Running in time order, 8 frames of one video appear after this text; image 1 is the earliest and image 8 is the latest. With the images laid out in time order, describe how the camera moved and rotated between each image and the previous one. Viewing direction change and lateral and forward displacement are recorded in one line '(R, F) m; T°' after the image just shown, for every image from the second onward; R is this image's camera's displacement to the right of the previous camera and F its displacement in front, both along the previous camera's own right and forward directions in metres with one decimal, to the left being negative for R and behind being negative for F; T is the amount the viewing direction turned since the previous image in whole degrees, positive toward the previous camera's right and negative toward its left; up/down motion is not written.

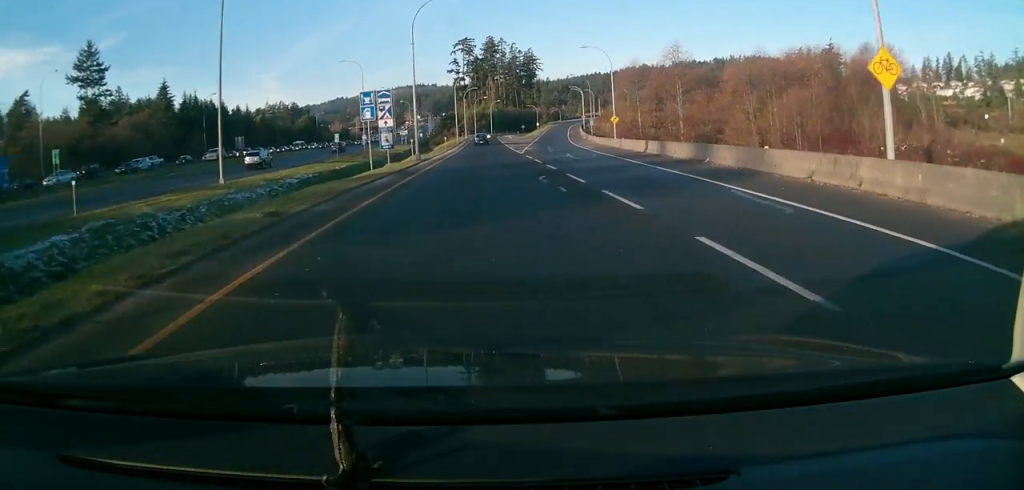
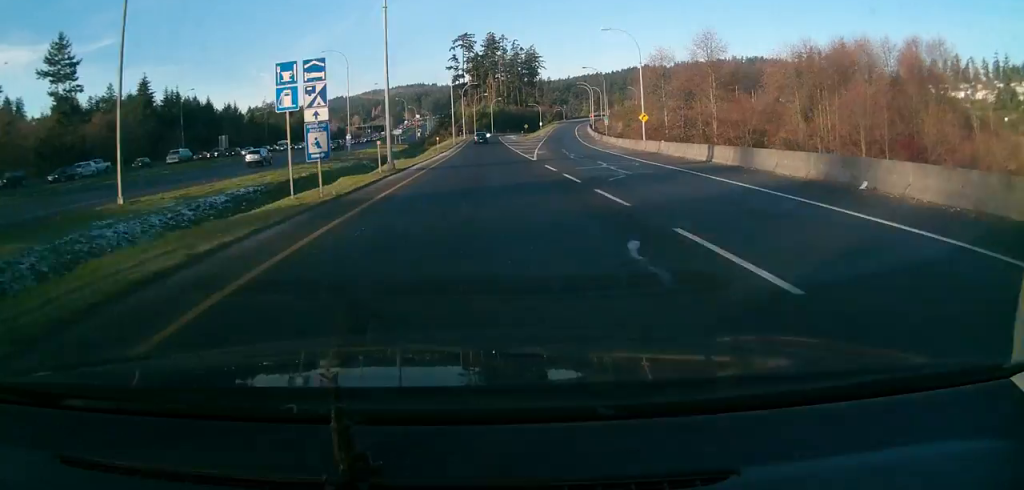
(-0.1, +10.9) m; 0°
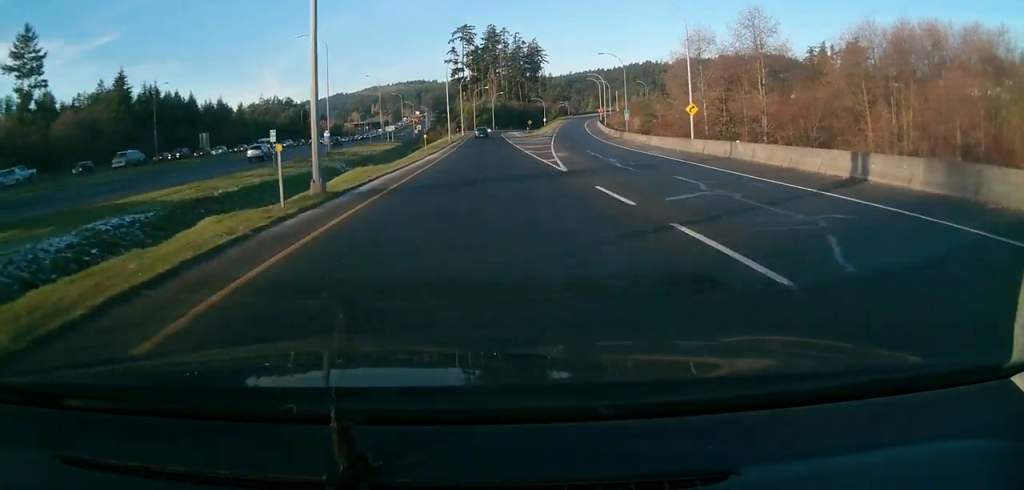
(0.0, +11.7) m; 0°
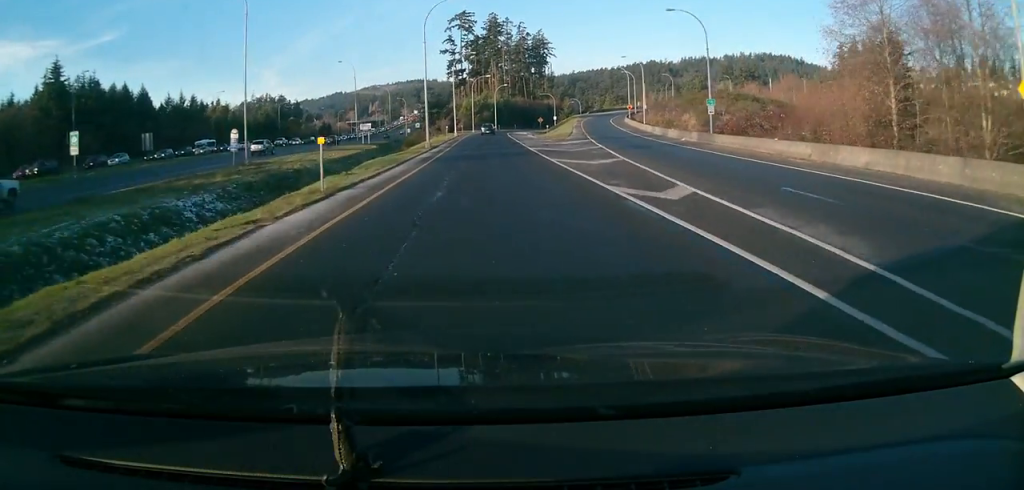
(0.0, +26.8) m; 0°
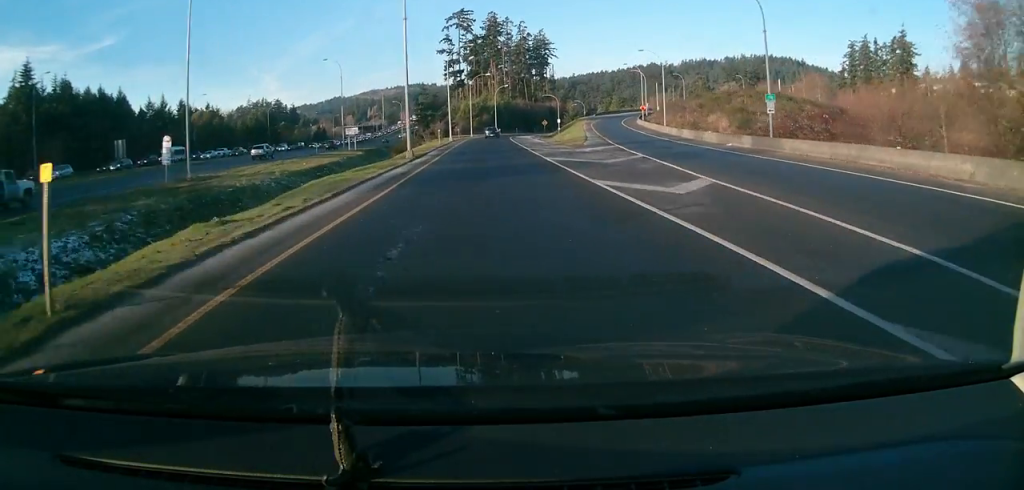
(0.0, +10.1) m; 0°
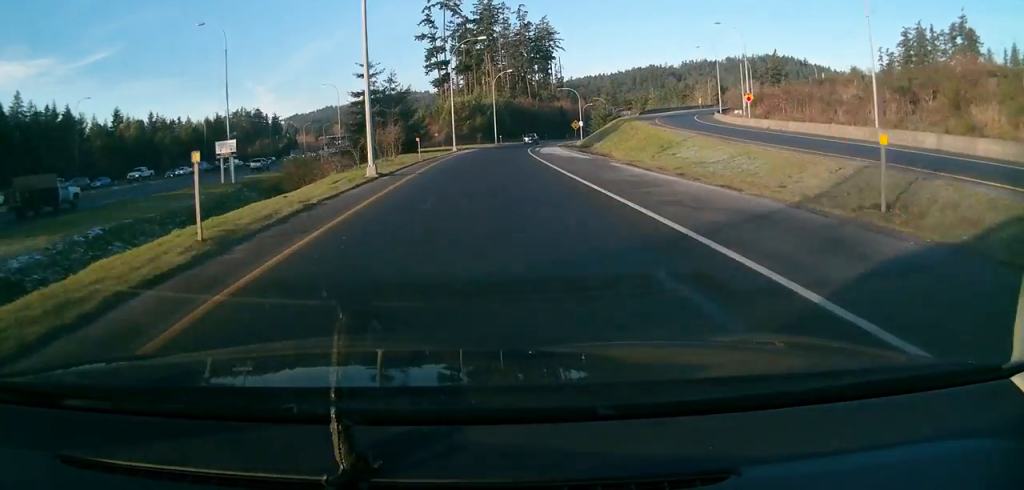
(0.0, +44.7) m; 0°
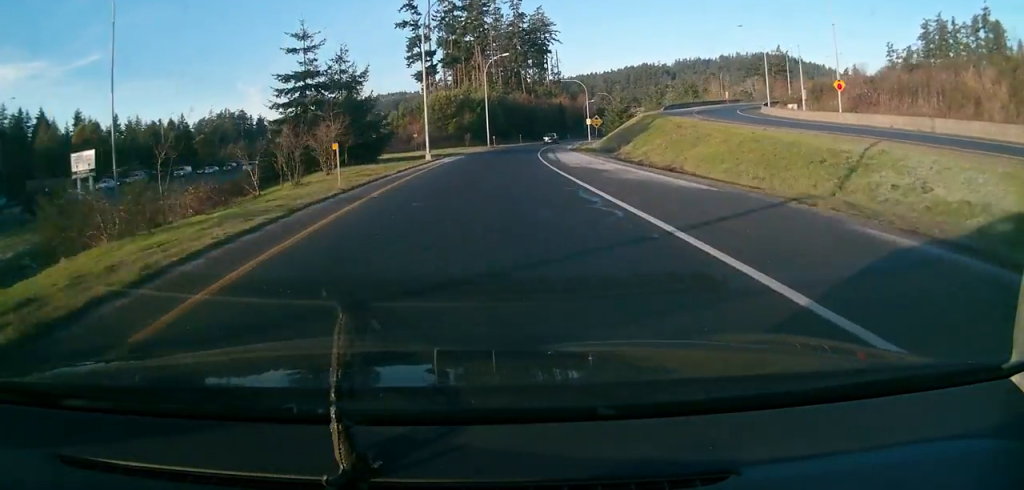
(0.0, +18.3) m; +1°
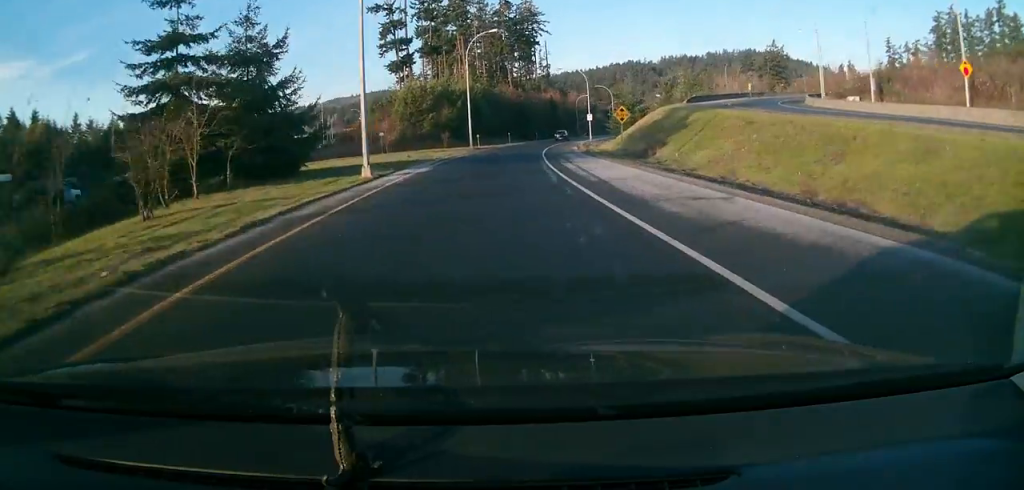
(+0.1, +15.3) m; +2°
